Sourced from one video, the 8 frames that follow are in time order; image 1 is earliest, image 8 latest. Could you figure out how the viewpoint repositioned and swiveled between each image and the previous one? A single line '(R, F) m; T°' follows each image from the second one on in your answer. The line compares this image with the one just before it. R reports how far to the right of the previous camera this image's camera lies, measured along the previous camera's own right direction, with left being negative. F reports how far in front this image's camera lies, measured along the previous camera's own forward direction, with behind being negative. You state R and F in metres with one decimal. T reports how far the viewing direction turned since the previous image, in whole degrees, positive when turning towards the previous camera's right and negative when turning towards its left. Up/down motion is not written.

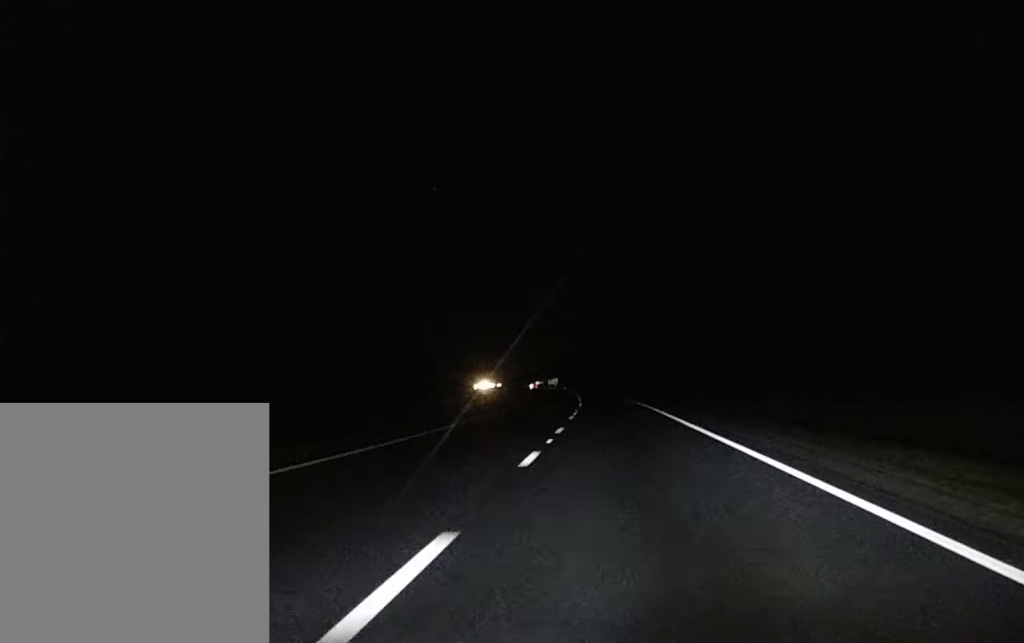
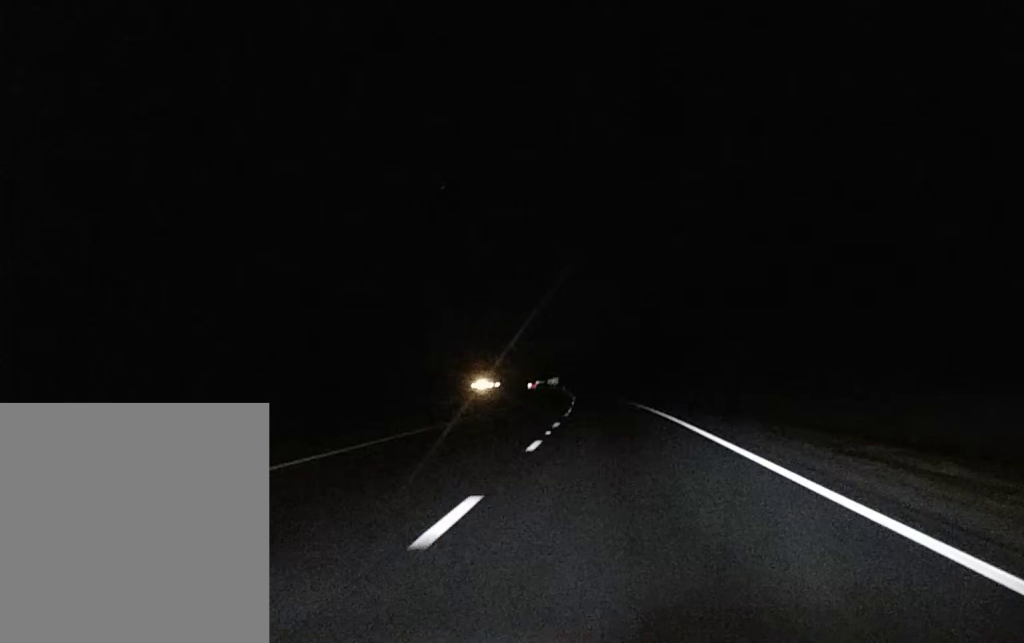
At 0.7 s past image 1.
(0.0, +18.5) m; 0°
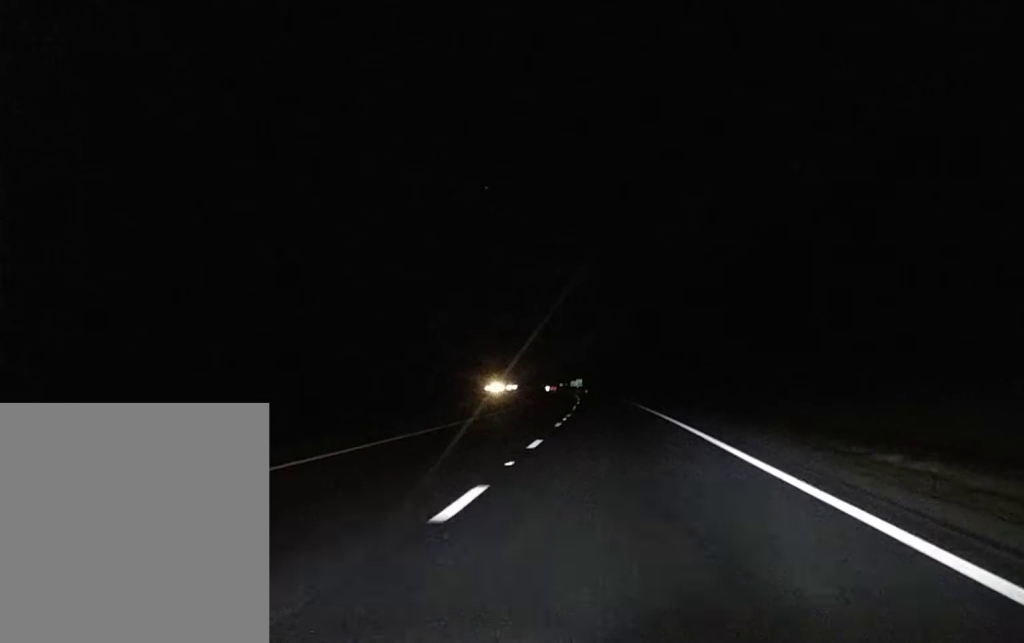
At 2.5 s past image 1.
(-0.5, +56.0) m; -1°
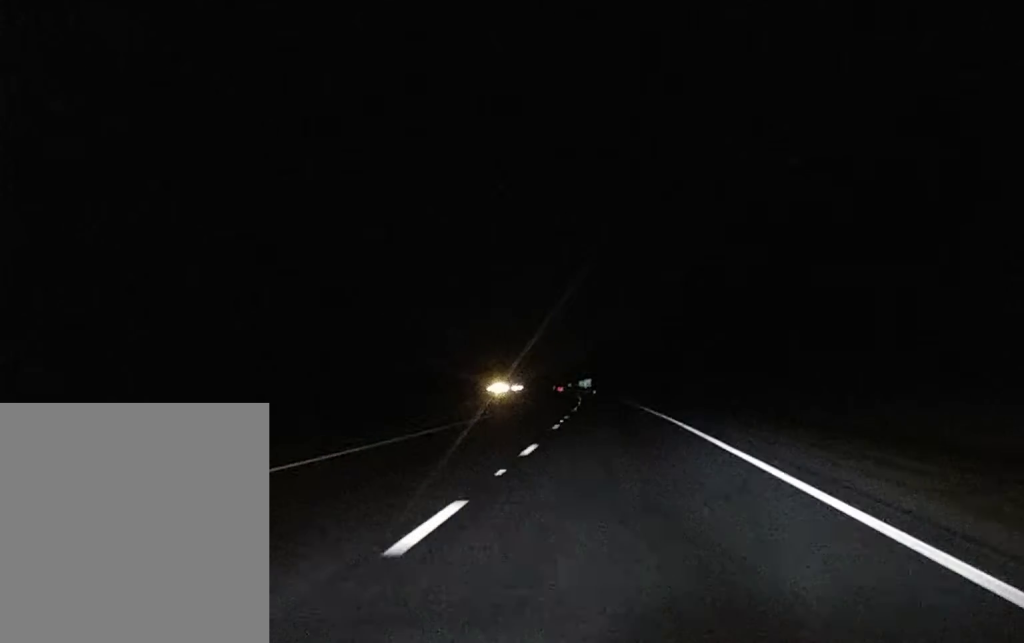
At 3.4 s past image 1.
(-0.2, +32.2) m; -1°
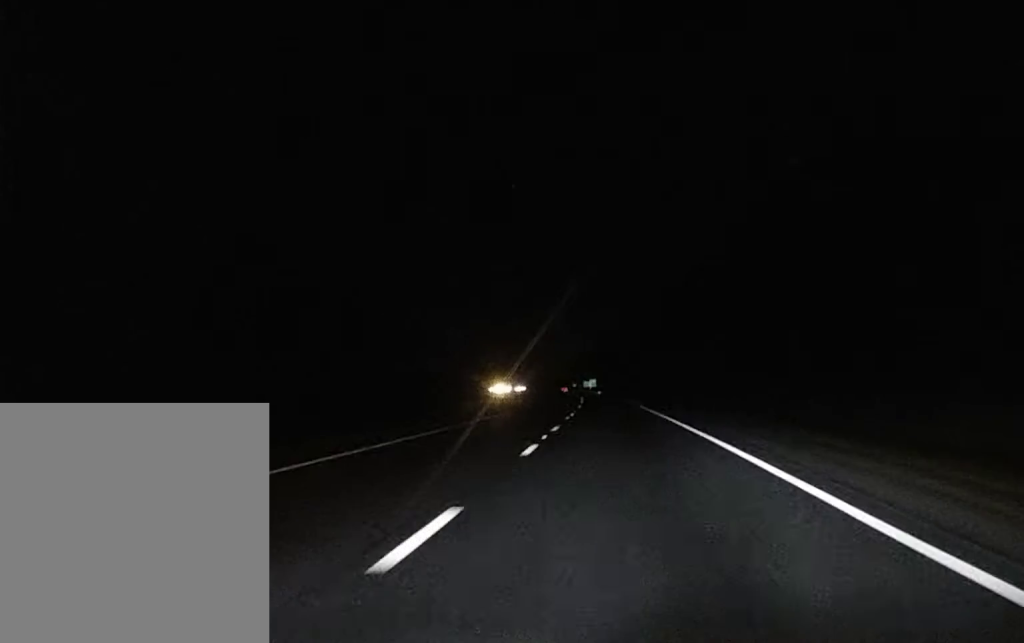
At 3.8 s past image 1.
(0.0, +15.3) m; 0°
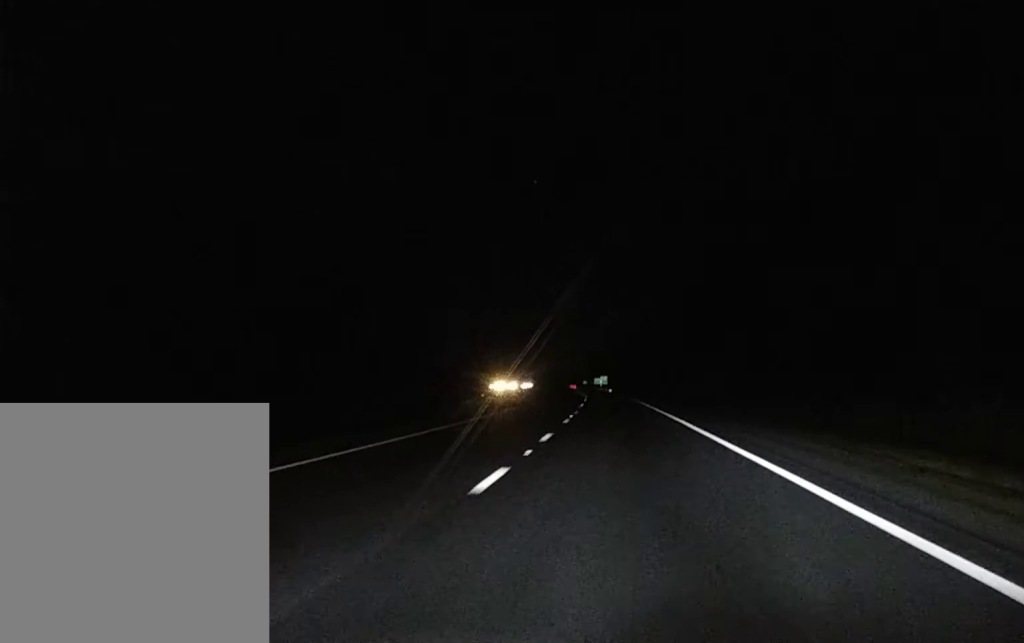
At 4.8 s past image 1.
(-0.2, +37.1) m; 0°
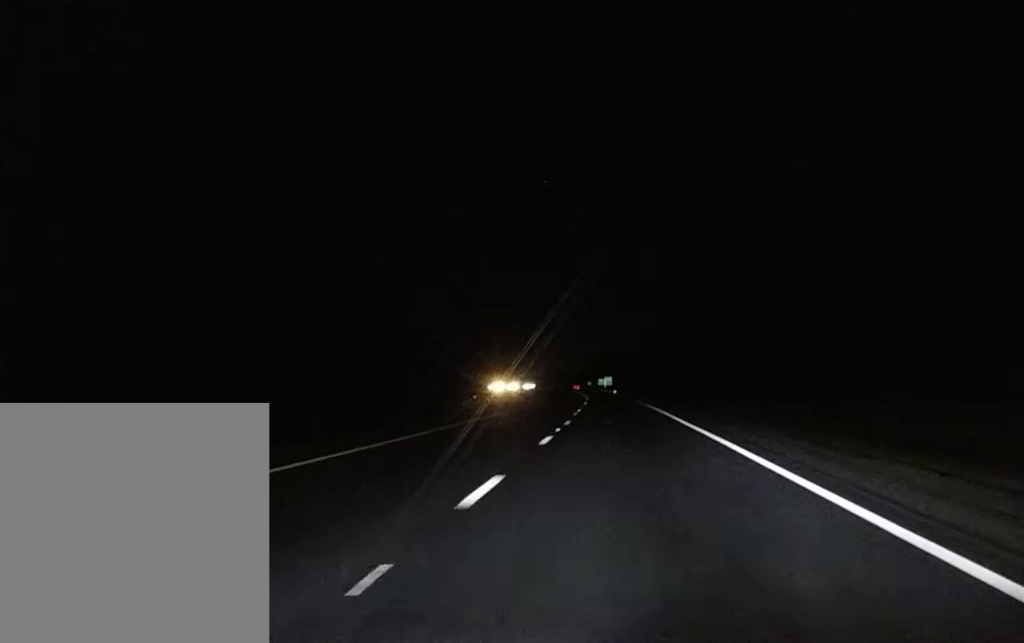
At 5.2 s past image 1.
(0.0, +15.1) m; 0°
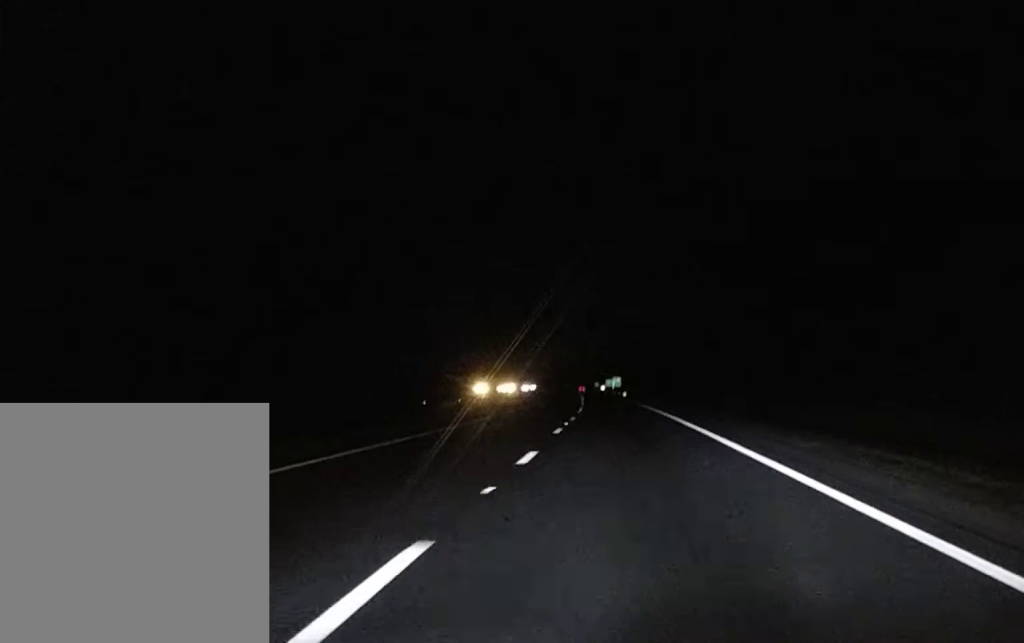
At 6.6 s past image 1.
(-0.2, +45.0) m; 0°
